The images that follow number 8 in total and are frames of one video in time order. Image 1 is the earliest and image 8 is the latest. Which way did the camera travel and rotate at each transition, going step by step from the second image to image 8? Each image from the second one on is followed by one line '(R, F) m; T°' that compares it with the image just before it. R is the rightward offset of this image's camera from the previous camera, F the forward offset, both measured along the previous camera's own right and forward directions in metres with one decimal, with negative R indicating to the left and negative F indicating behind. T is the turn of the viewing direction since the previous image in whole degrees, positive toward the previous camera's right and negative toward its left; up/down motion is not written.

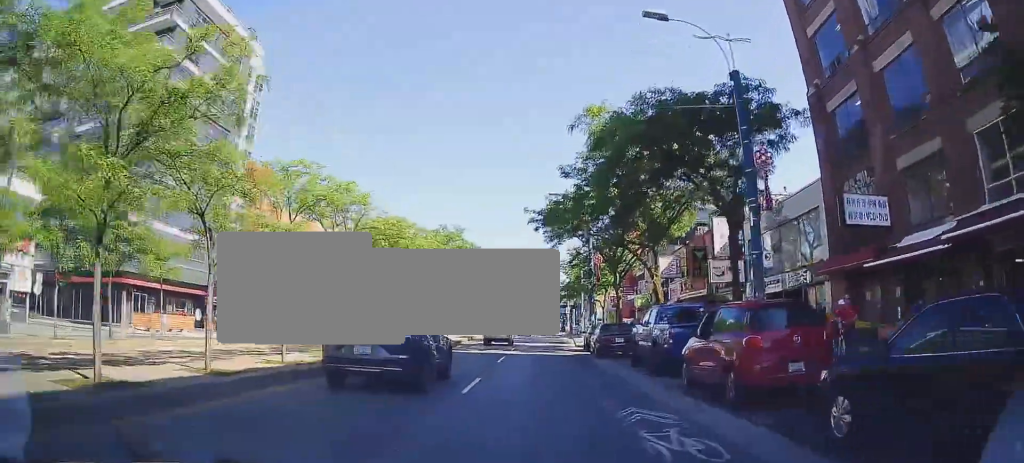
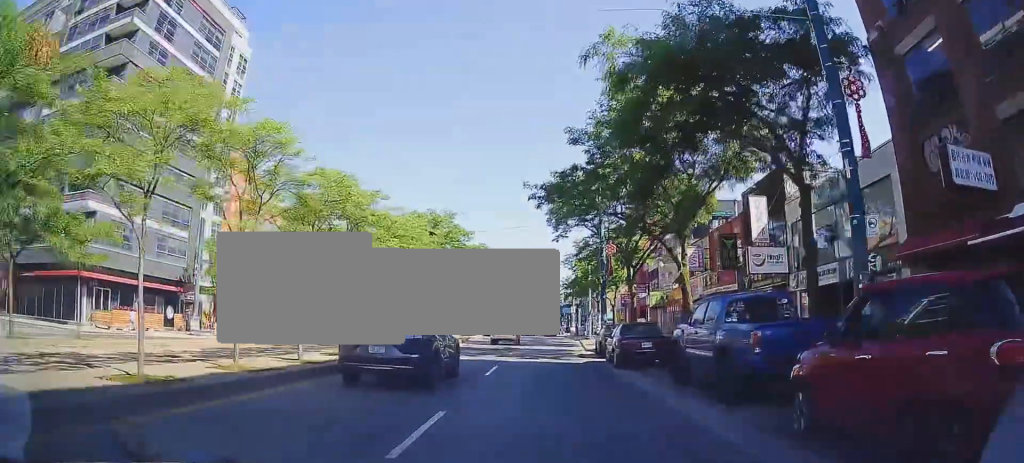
(0.0, +5.2) m; -1°
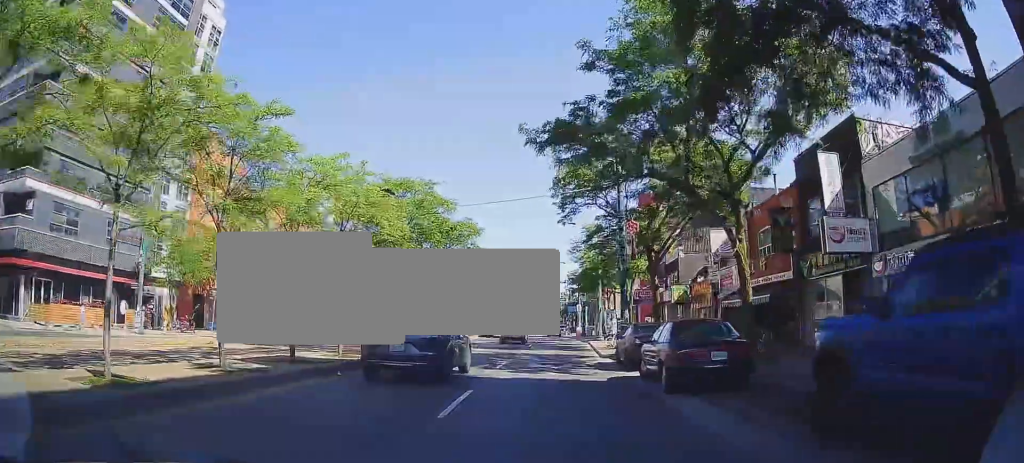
(-0.2, +6.8) m; -2°
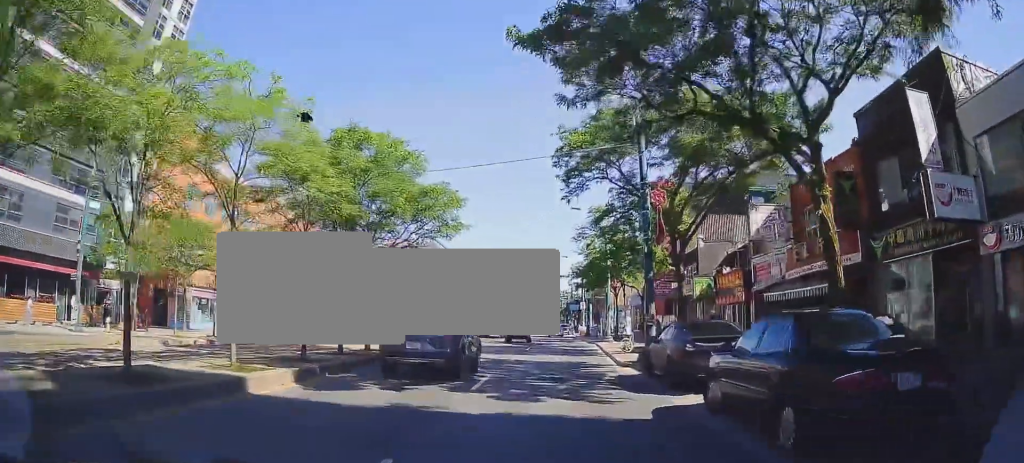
(0.0, +5.6) m; 0°
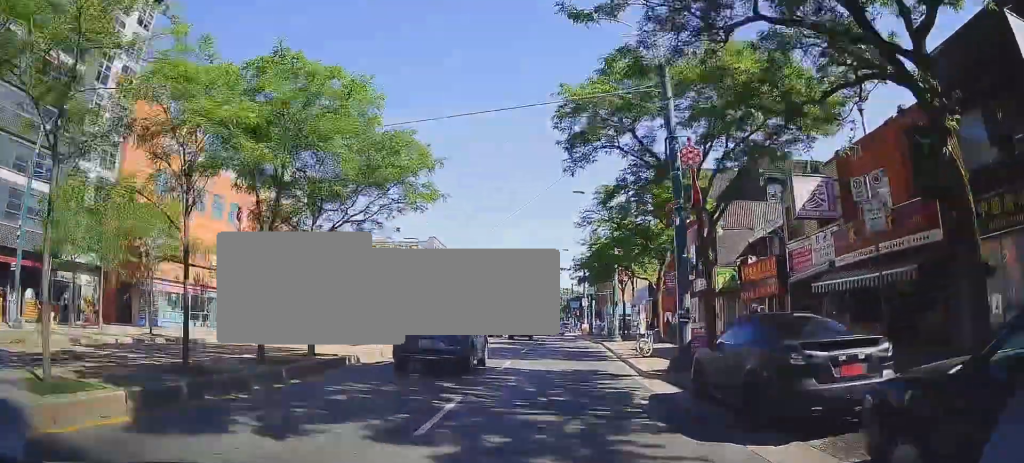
(0.0, +4.5) m; 0°
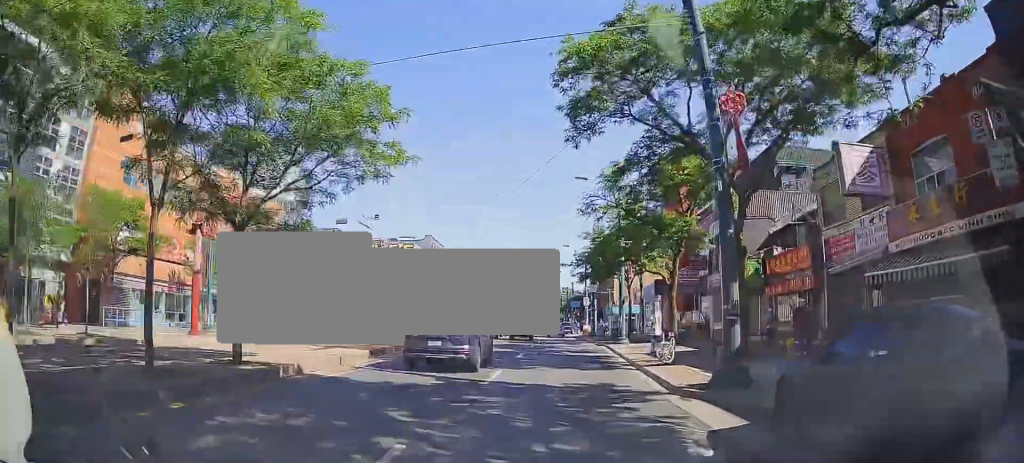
(0.0, +3.4) m; 0°
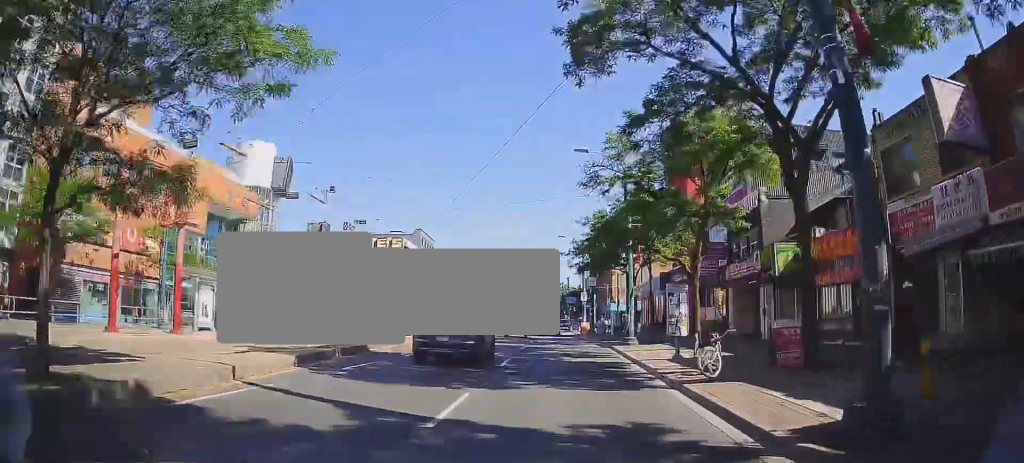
(0.0, +4.6) m; 0°
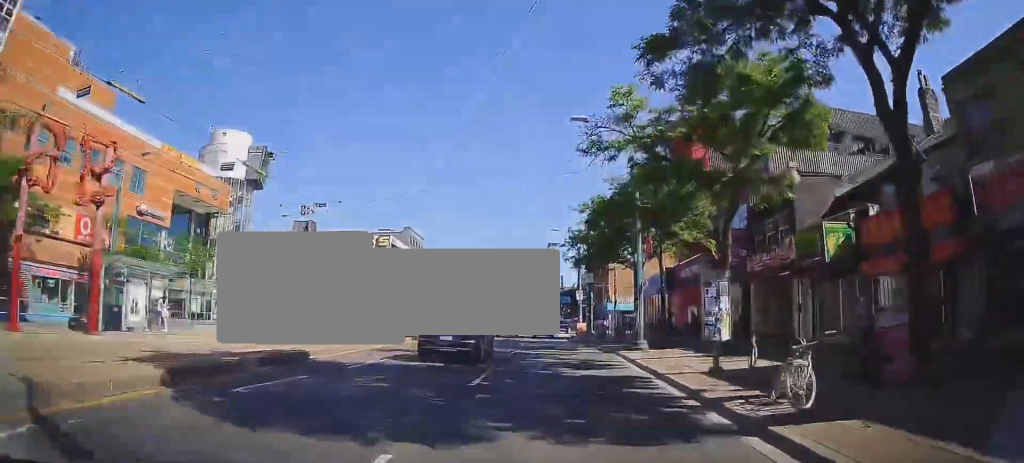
(-0.1, +4.4) m; +1°
